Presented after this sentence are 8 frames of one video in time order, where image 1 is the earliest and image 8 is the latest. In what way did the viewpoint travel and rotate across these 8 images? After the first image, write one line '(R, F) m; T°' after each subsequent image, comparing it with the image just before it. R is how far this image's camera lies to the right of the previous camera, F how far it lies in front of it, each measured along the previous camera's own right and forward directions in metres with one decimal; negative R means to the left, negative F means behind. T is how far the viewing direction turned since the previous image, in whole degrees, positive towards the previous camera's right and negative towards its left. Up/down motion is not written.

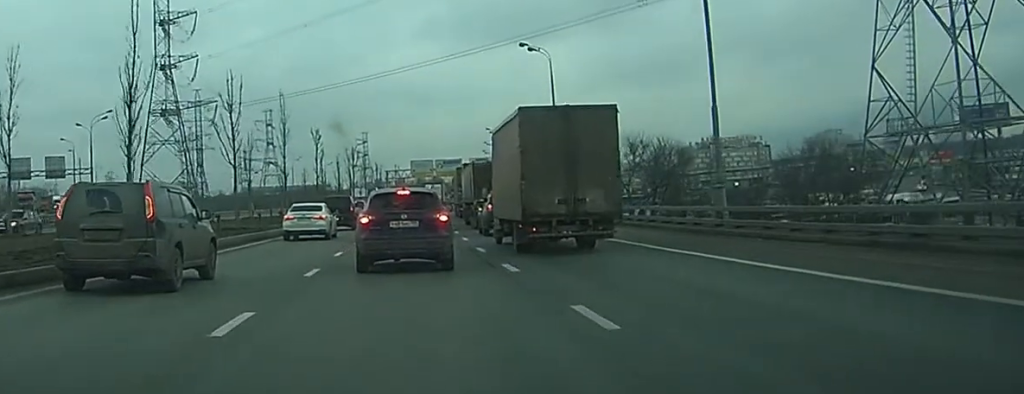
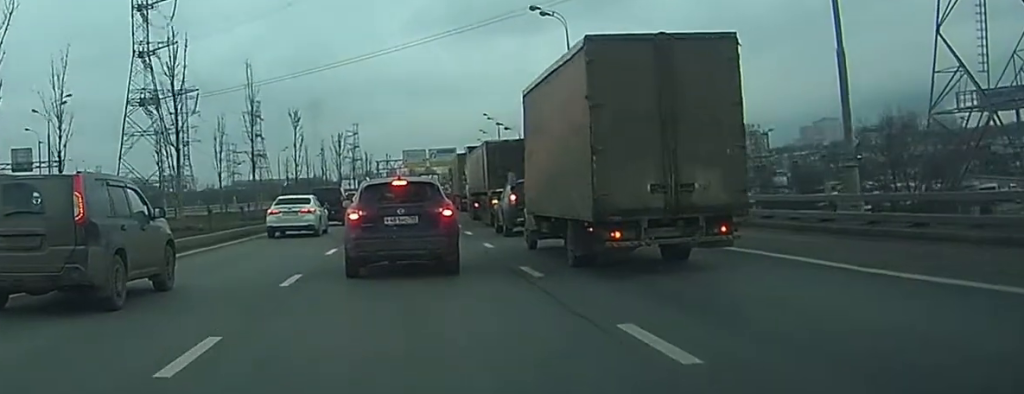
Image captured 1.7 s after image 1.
(+0.1, +9.8) m; 0°
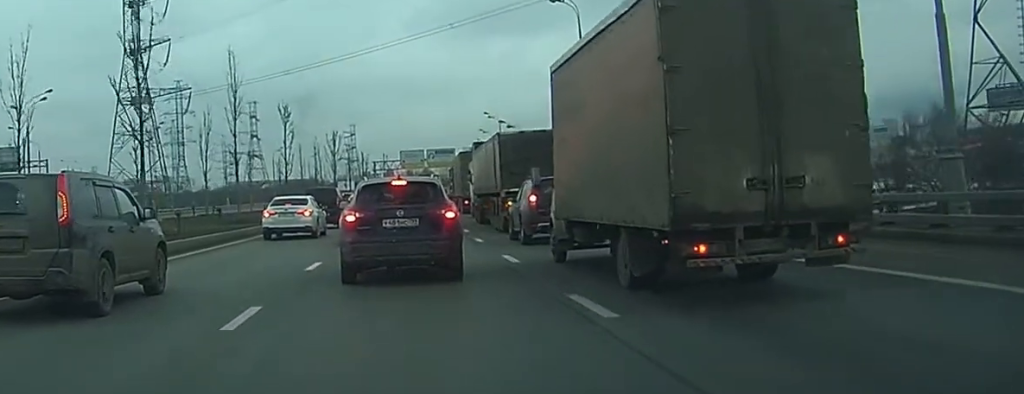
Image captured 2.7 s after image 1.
(0.0, +4.9) m; -1°
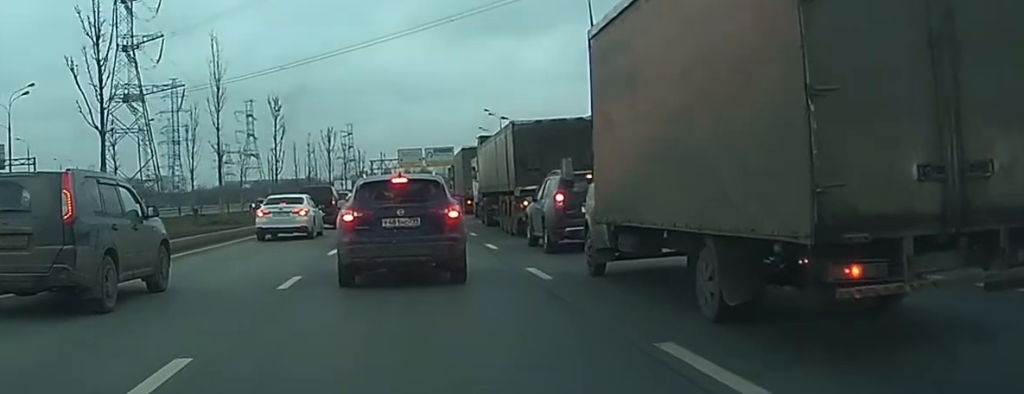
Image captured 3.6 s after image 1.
(0.0, +4.0) m; 0°
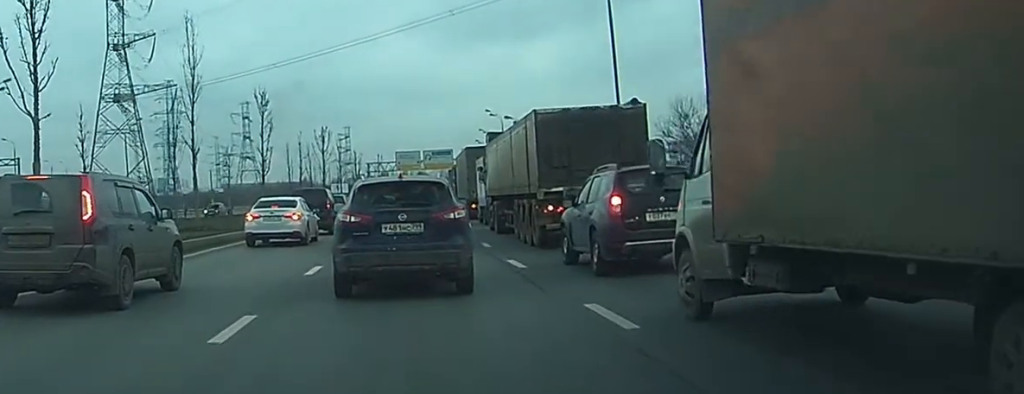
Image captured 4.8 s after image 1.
(+0.1, +4.8) m; +1°
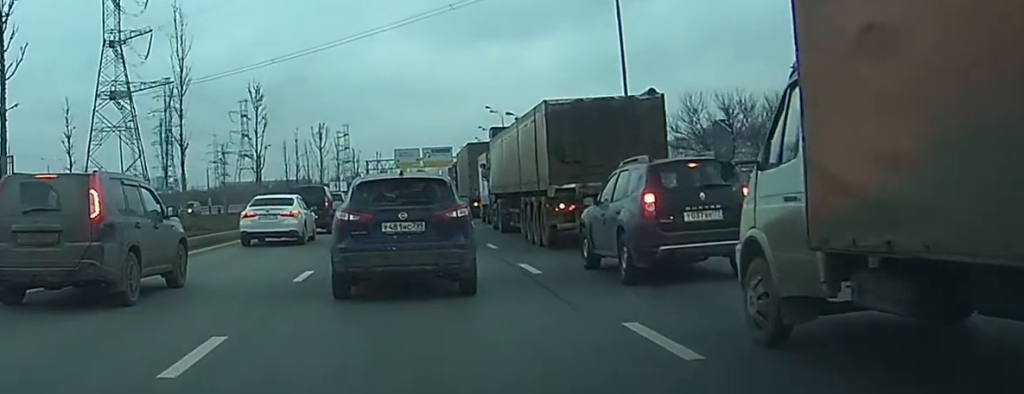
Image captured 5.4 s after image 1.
(0.0, +1.8) m; +1°
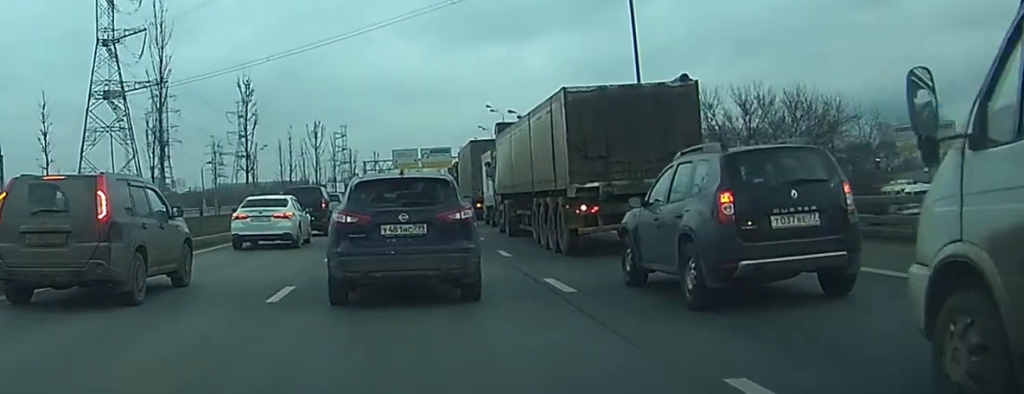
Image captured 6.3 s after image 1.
(0.0, +2.9) m; +1°
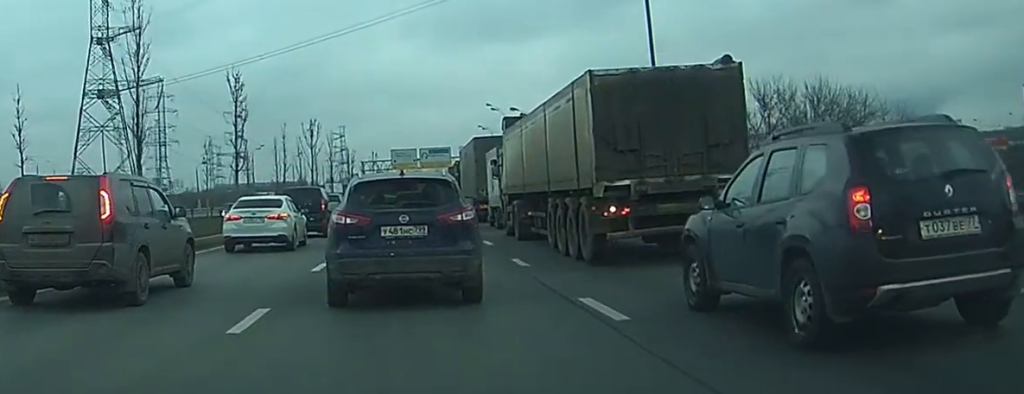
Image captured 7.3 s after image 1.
(0.0, +3.0) m; +1°
